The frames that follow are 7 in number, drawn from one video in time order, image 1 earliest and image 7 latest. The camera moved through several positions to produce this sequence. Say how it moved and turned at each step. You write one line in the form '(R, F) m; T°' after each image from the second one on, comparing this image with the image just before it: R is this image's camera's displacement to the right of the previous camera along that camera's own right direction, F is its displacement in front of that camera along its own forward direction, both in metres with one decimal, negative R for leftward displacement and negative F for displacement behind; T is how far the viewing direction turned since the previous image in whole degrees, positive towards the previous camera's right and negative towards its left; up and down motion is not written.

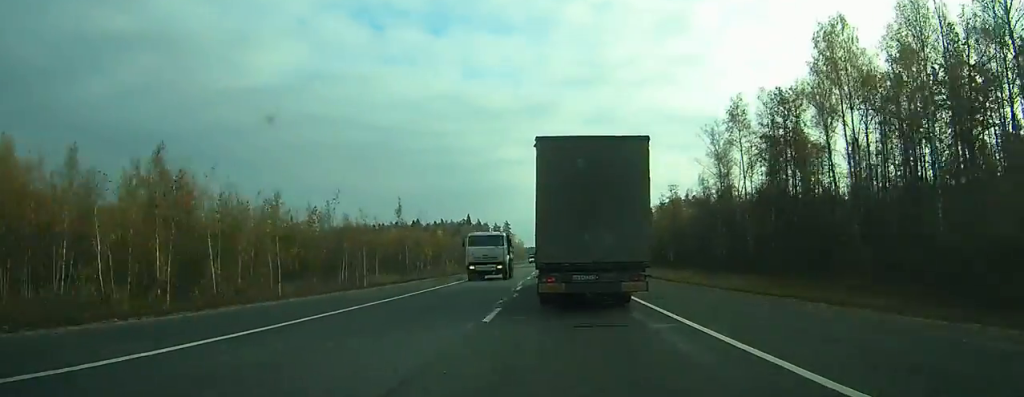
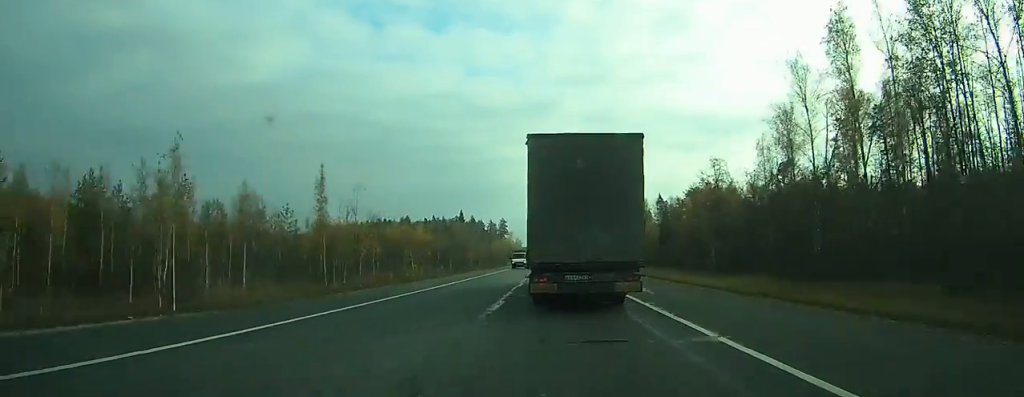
(0.0, +32.0) m; 0°
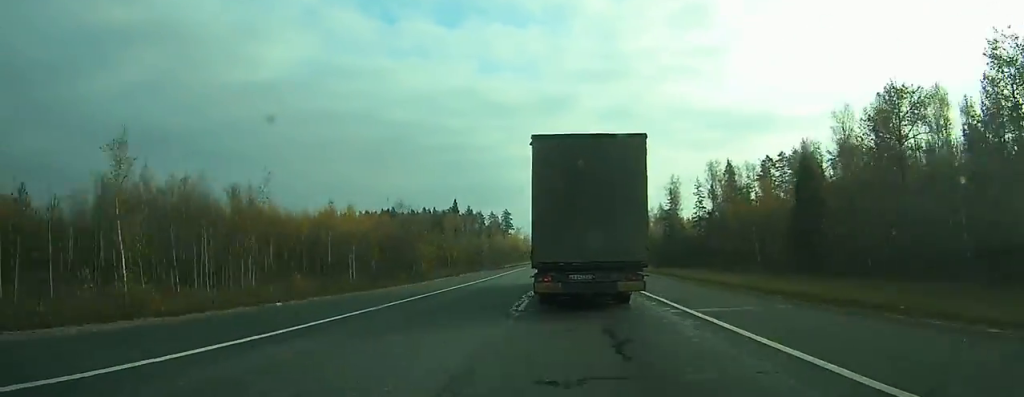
(-0.2, +75.0) m; 0°
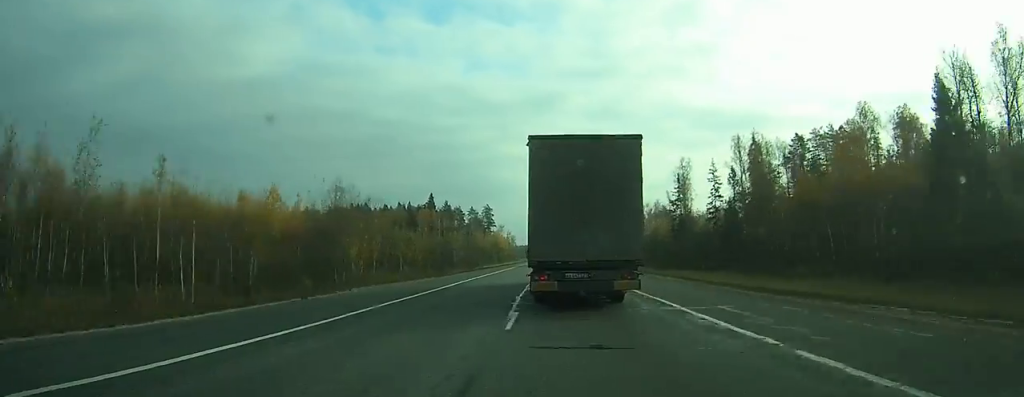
(0.0, +30.3) m; 0°
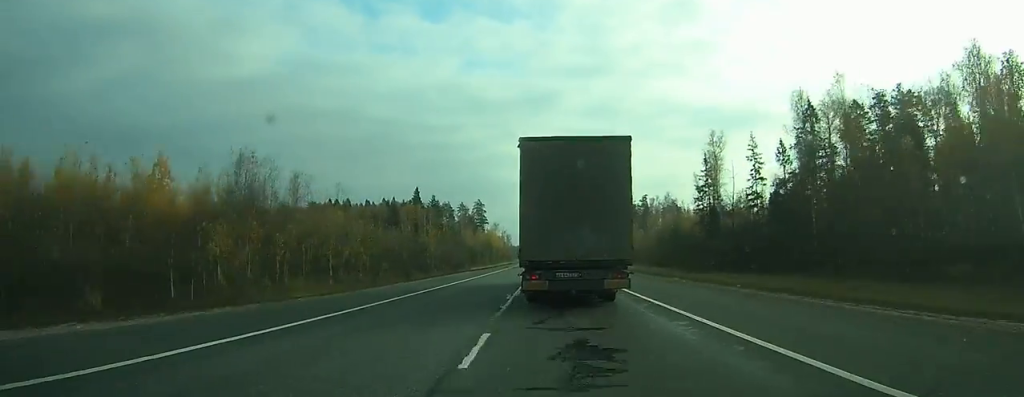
(0.0, +30.6) m; 0°
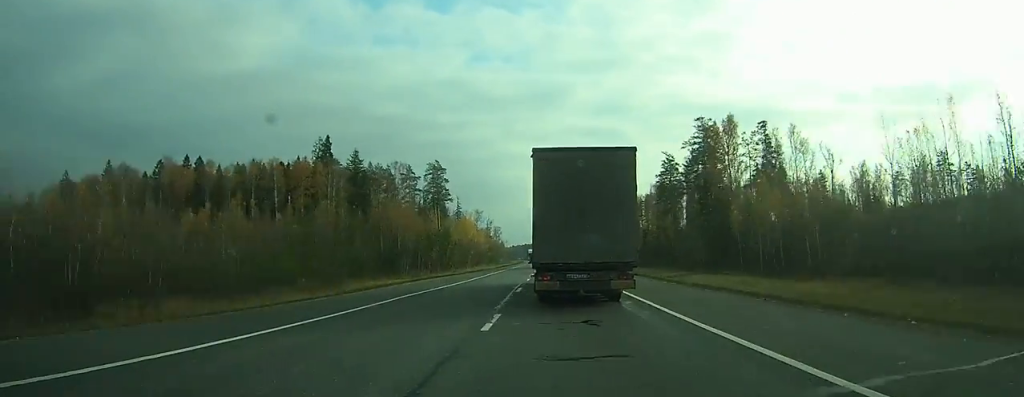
(0.0, +114.9) m; 0°
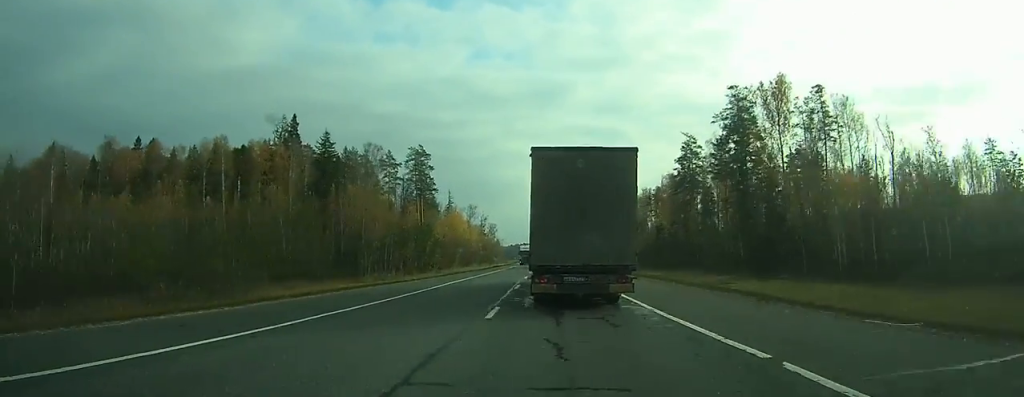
(0.0, +21.3) m; 0°
